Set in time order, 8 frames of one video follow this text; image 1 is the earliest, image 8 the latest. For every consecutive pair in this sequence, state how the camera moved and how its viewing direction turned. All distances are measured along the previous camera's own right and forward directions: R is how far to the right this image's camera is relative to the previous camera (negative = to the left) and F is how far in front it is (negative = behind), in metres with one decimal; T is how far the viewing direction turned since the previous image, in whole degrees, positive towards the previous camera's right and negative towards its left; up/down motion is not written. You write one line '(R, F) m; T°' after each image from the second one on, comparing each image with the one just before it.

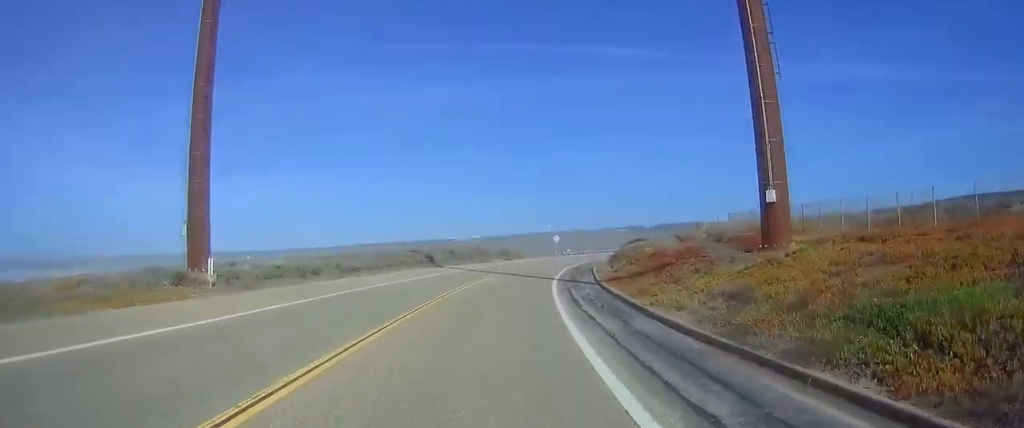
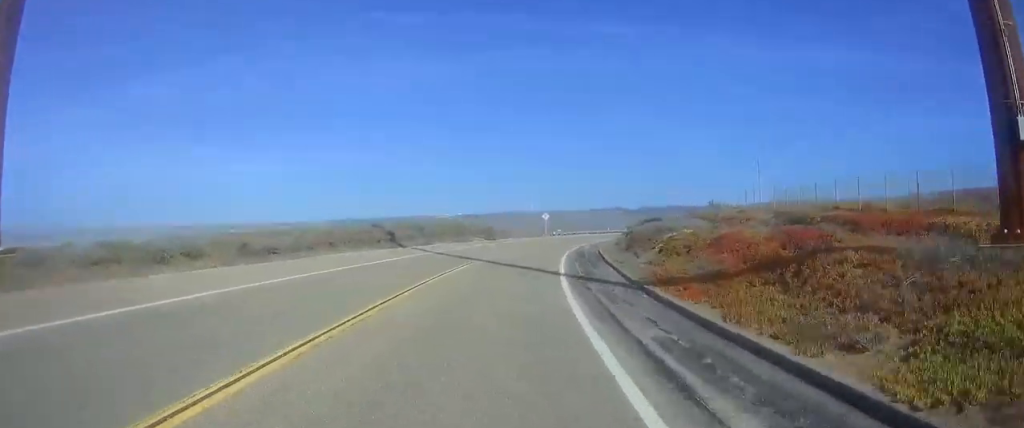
(0.0, +14.4) m; +1°
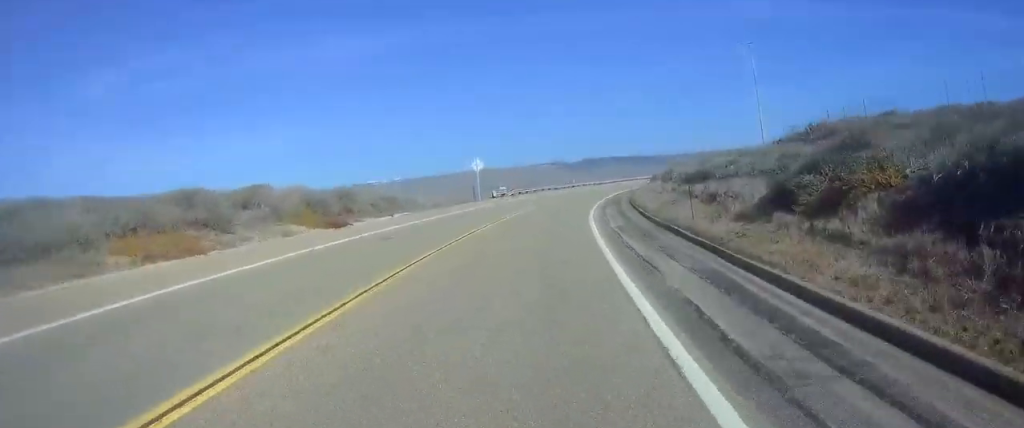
(+5.1, +50.2) m; +13°
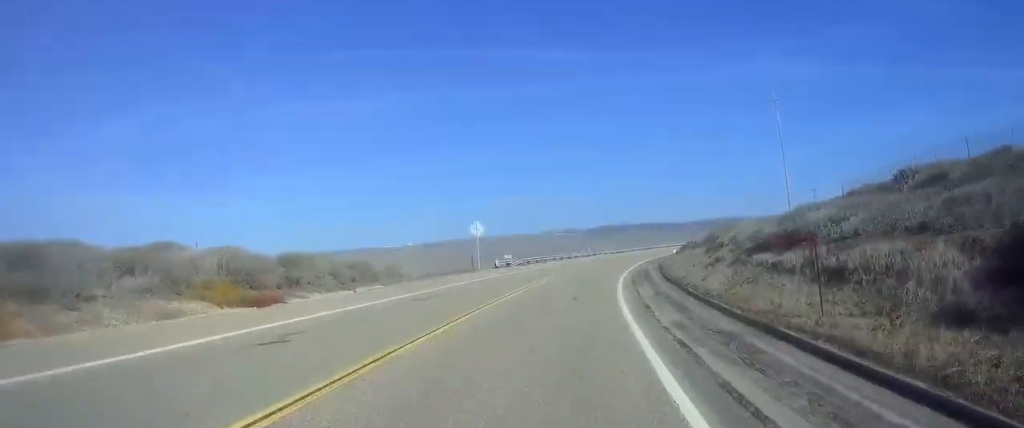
(+0.3, +9.6) m; +1°
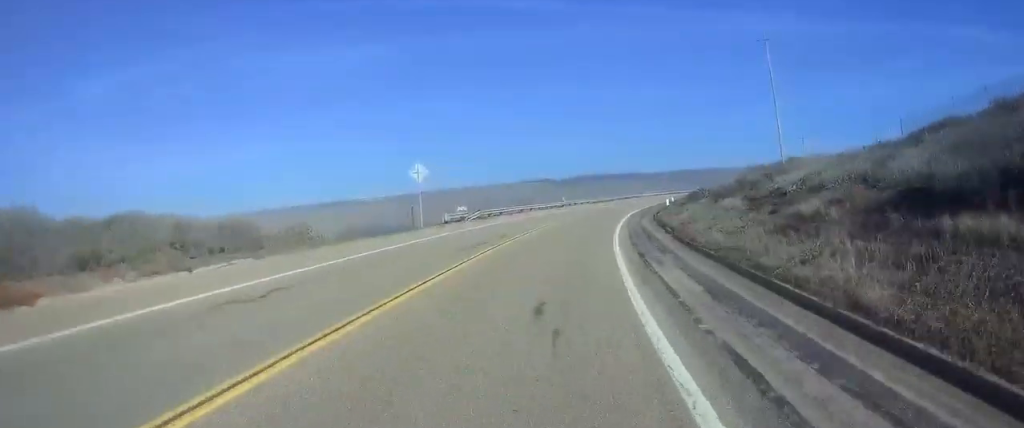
(+0.1, +12.1) m; 0°
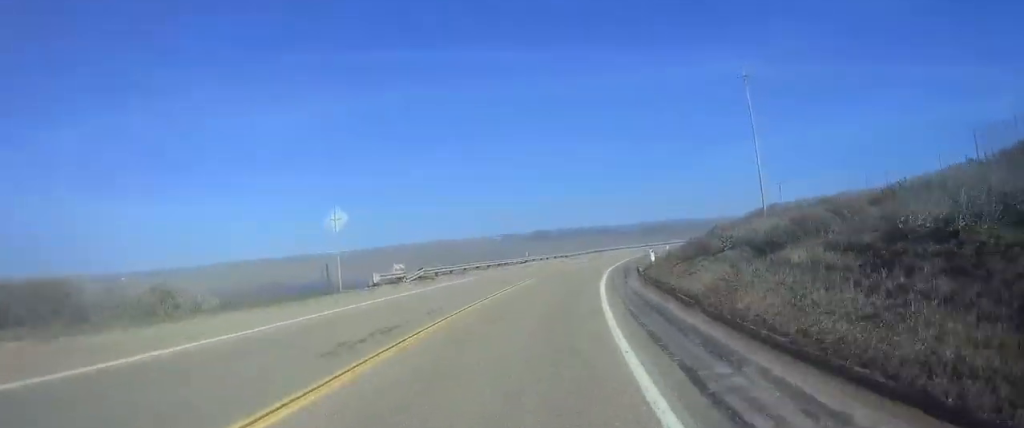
(0.0, +9.8) m; 0°
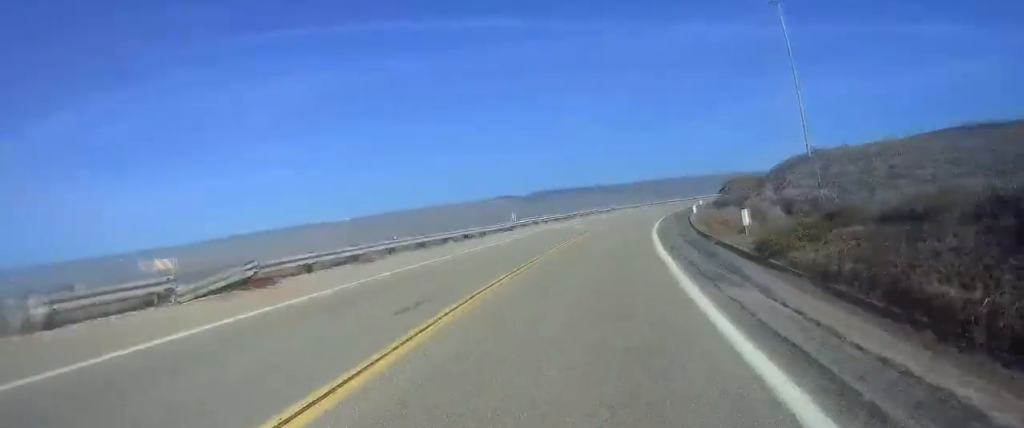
(0.0, +23.8) m; +1°
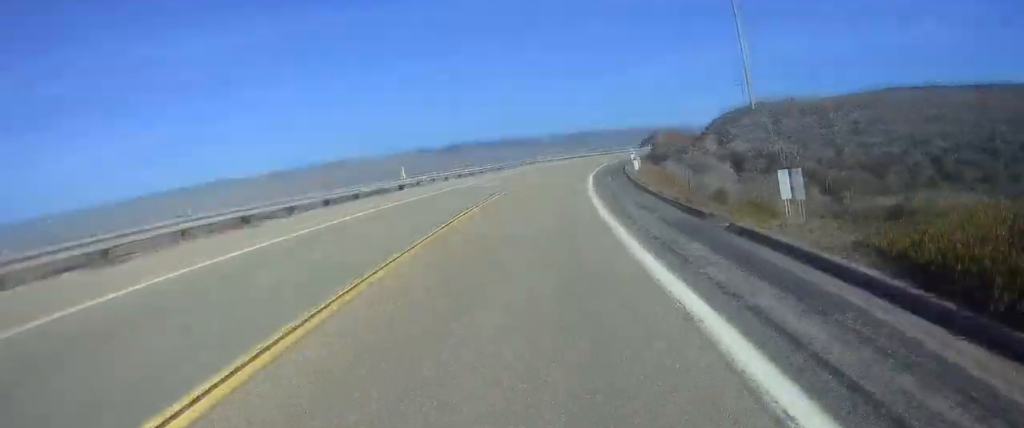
(-0.2, +11.5) m; +1°
